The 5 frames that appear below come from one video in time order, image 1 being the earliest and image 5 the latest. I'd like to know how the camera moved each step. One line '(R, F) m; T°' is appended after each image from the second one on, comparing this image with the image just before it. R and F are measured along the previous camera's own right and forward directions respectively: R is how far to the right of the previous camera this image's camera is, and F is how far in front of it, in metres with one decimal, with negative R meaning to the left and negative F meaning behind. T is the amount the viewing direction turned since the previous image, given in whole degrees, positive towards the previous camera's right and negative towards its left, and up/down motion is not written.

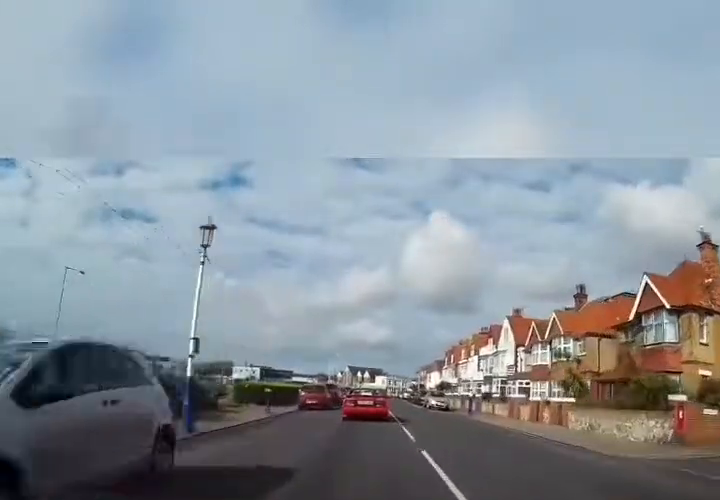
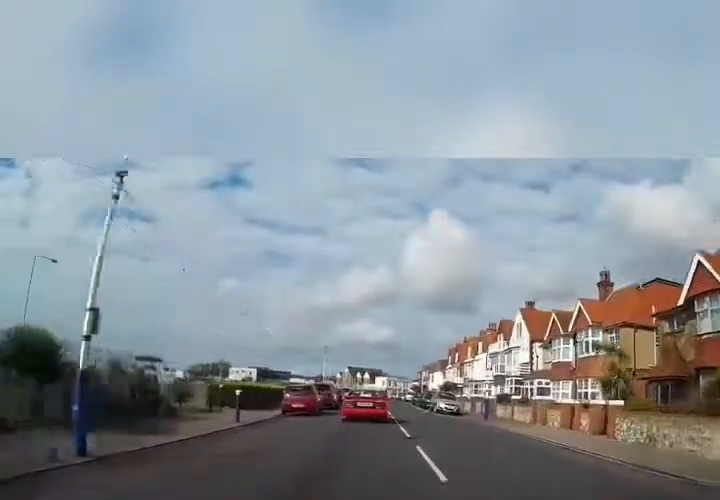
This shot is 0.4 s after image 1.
(0.0, +4.2) m; 0°
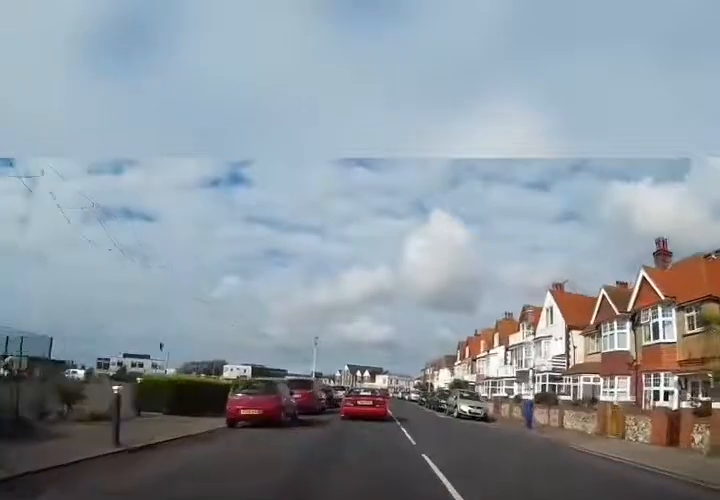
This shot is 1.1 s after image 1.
(0.0, +7.4) m; 0°
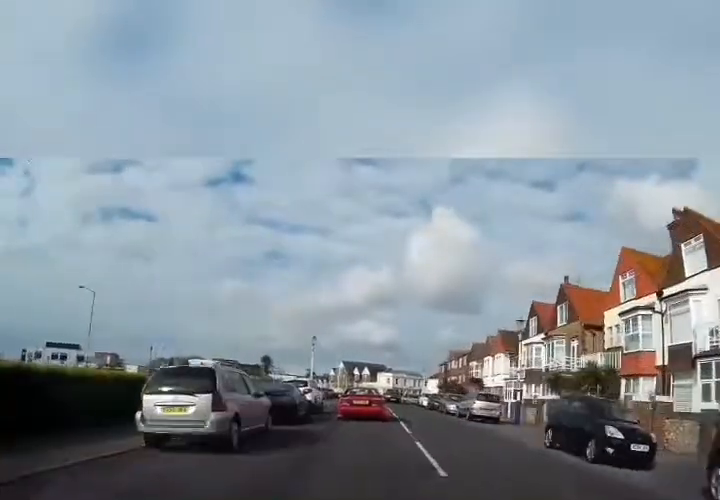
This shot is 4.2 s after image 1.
(-0.6, +32.6) m; -4°
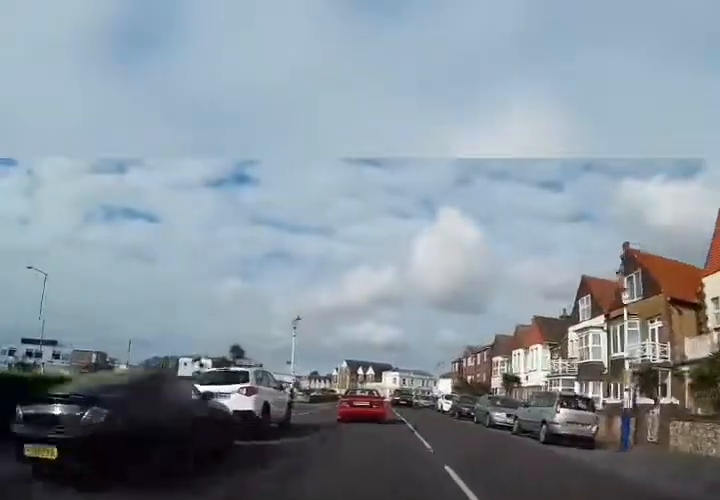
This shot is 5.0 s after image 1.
(-0.3, +9.3) m; -1°
